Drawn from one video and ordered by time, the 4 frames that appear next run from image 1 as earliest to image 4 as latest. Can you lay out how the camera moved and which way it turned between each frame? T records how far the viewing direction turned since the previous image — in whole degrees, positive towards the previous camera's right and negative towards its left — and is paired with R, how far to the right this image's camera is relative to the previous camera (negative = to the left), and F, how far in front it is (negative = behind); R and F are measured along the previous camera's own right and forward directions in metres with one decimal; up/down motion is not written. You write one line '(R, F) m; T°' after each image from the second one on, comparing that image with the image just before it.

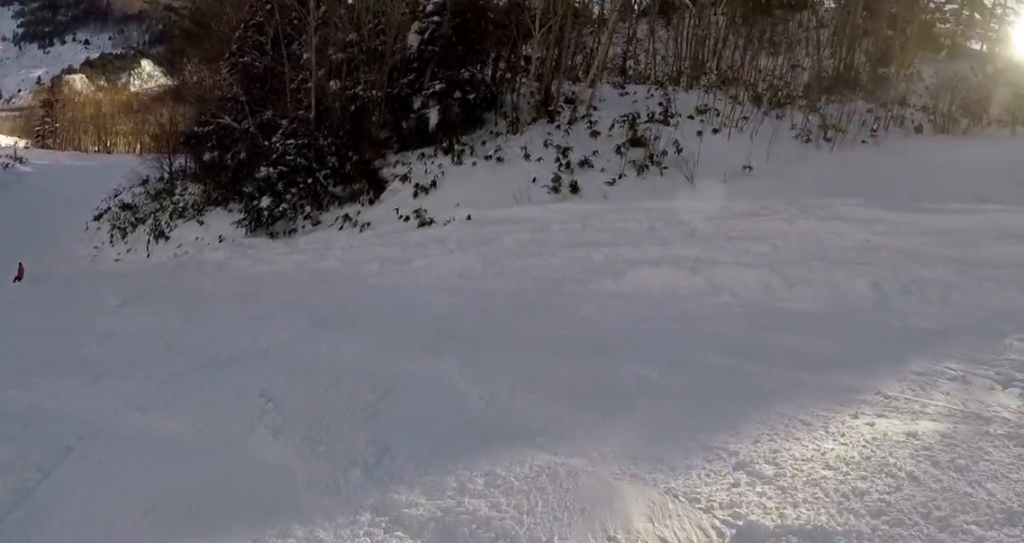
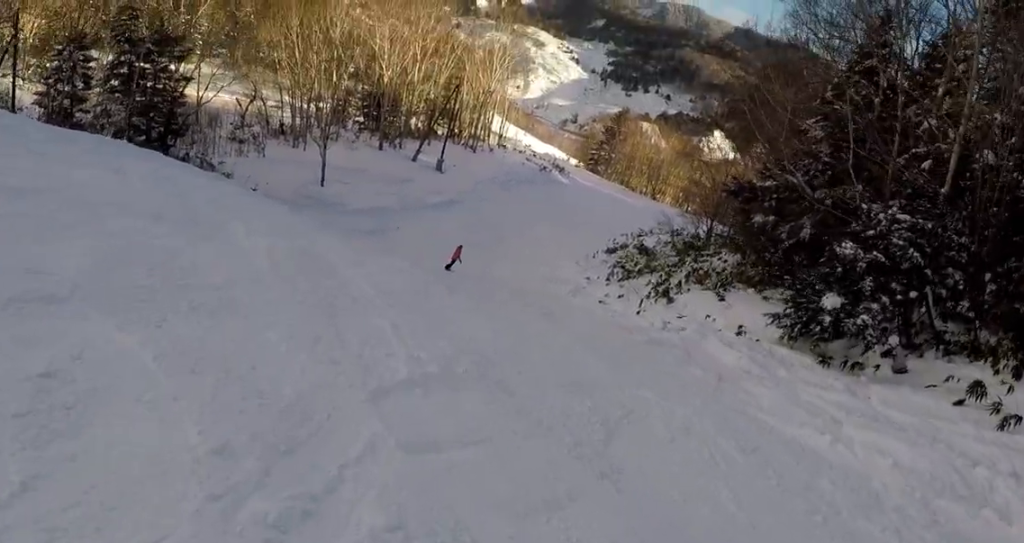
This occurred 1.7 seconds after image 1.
(-1.0, +9.9) m; -29°
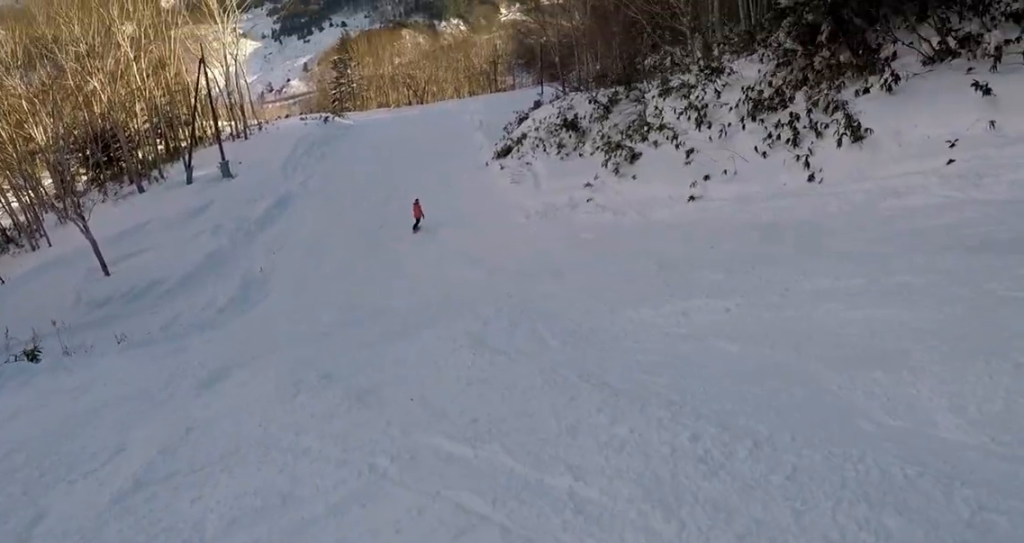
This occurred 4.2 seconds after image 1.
(-5.8, +17.6) m; -2°
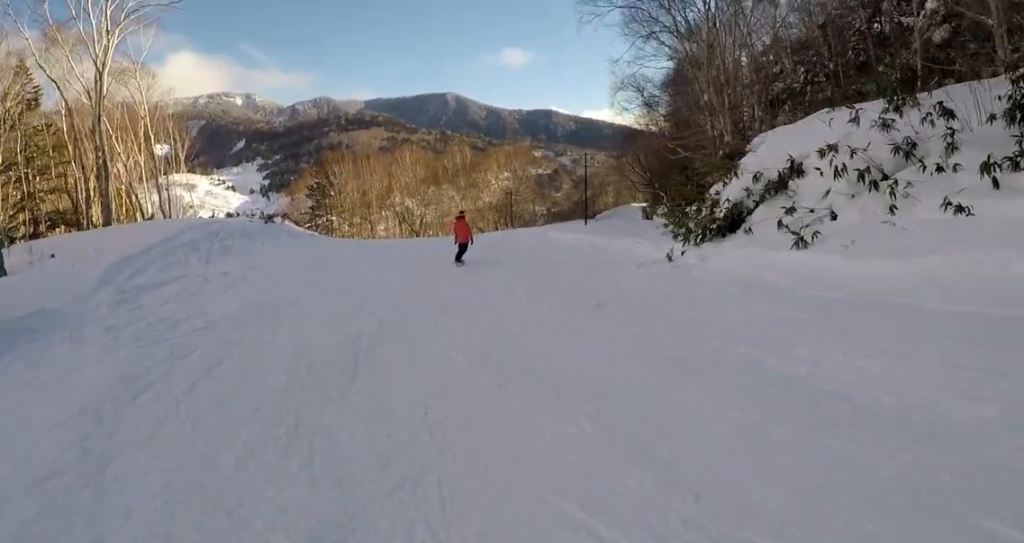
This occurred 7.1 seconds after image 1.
(+6.3, +25.5) m; +12°
